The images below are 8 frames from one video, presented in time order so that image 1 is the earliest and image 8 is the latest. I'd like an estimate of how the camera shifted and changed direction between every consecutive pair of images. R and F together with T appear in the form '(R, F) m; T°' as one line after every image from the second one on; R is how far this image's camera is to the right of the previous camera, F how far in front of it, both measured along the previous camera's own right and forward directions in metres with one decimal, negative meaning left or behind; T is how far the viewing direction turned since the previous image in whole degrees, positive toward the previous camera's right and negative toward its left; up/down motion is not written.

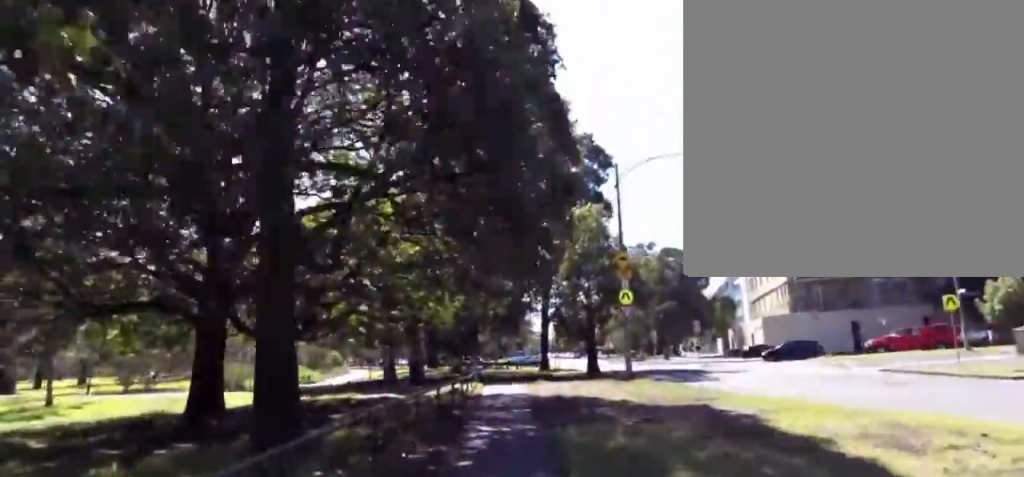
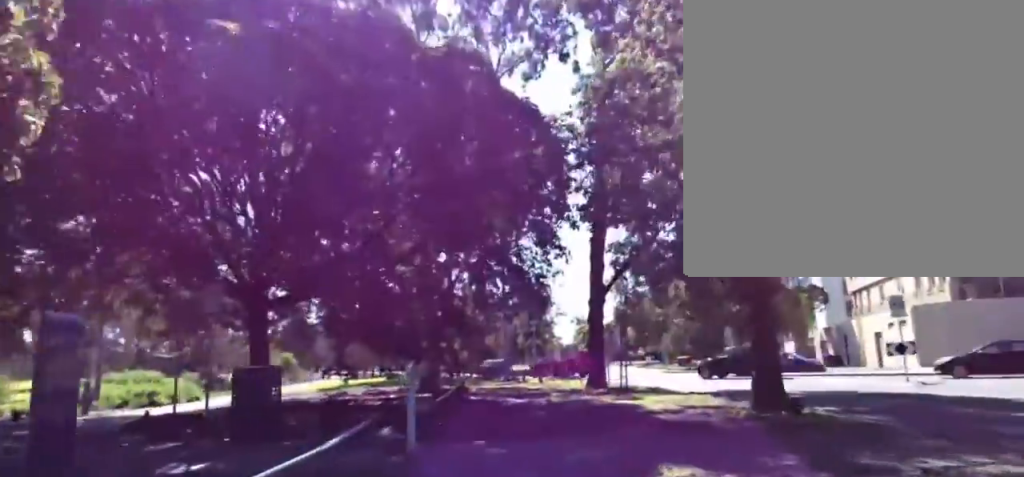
(-1.9, +18.4) m; -19°
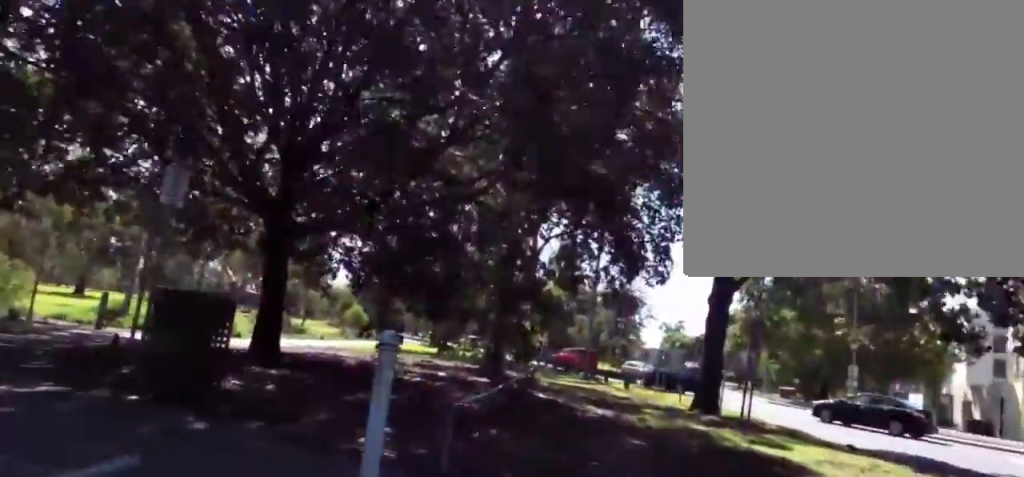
(-0.4, +4.7) m; -19°
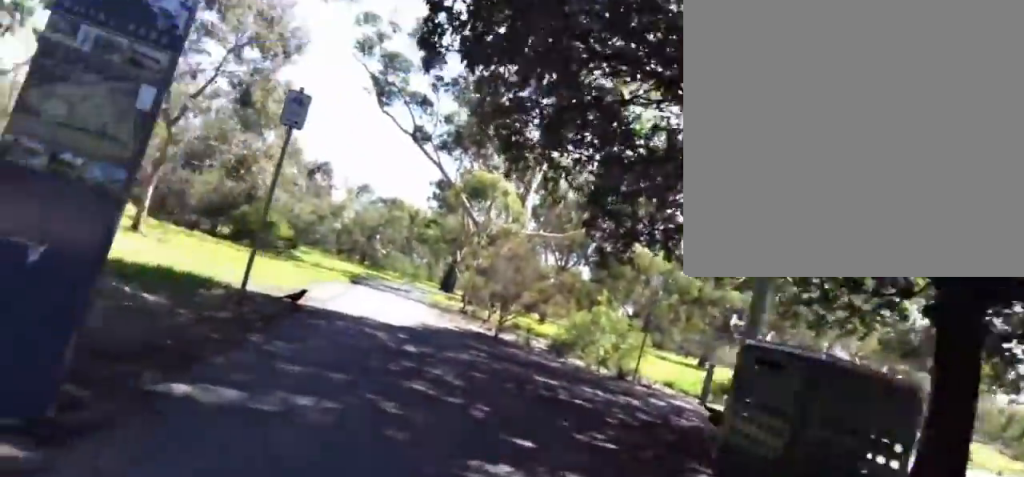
(-1.0, +3.7) m; -16°
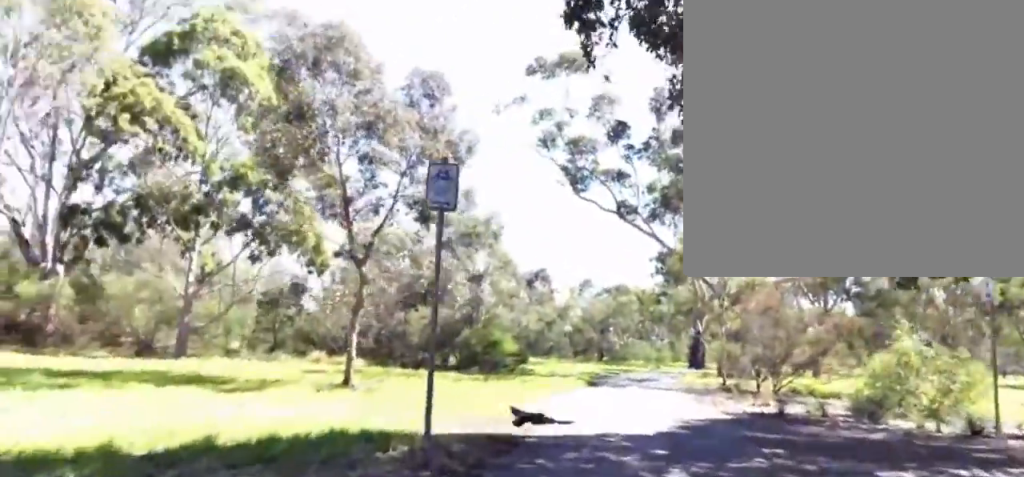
(+0.2, +2.7) m; -3°
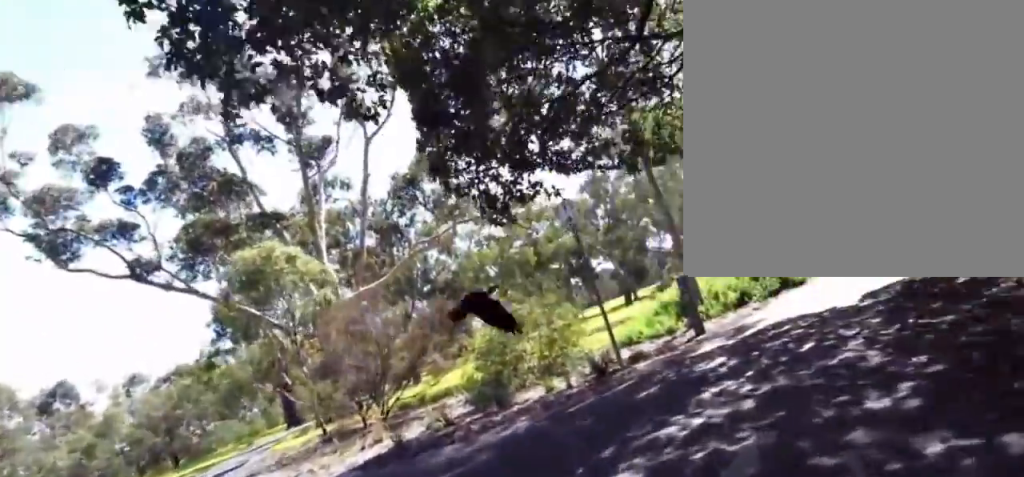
(-0.5, +3.5) m; +8°
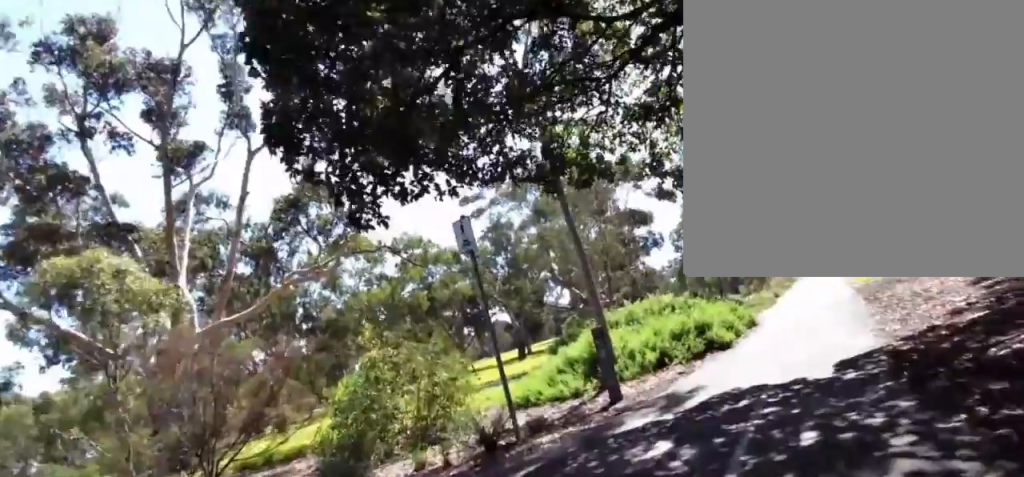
(+0.3, +2.0) m; +11°
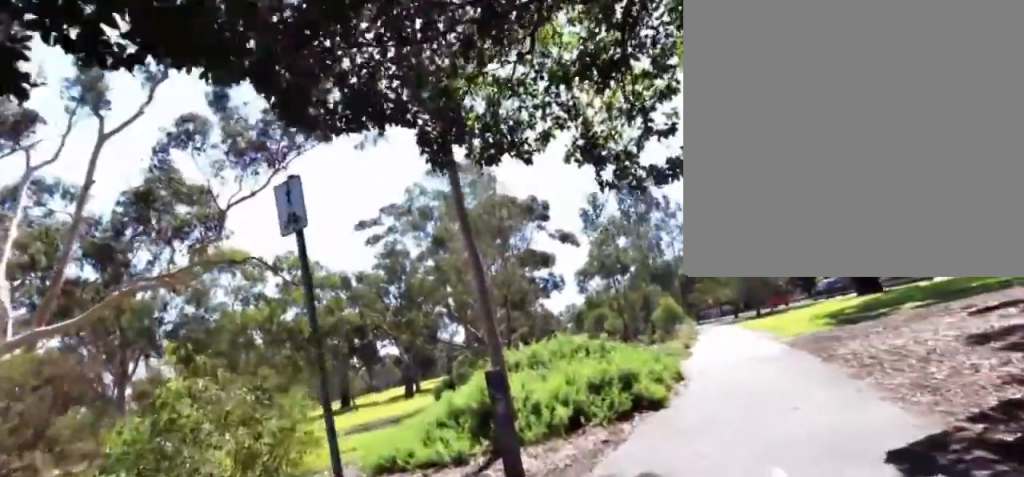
(+0.3, +2.5) m; +15°
